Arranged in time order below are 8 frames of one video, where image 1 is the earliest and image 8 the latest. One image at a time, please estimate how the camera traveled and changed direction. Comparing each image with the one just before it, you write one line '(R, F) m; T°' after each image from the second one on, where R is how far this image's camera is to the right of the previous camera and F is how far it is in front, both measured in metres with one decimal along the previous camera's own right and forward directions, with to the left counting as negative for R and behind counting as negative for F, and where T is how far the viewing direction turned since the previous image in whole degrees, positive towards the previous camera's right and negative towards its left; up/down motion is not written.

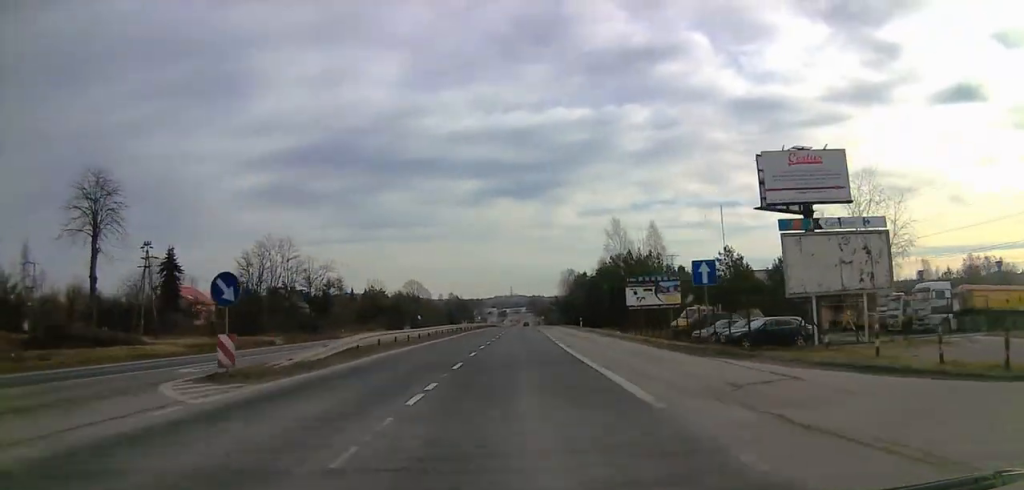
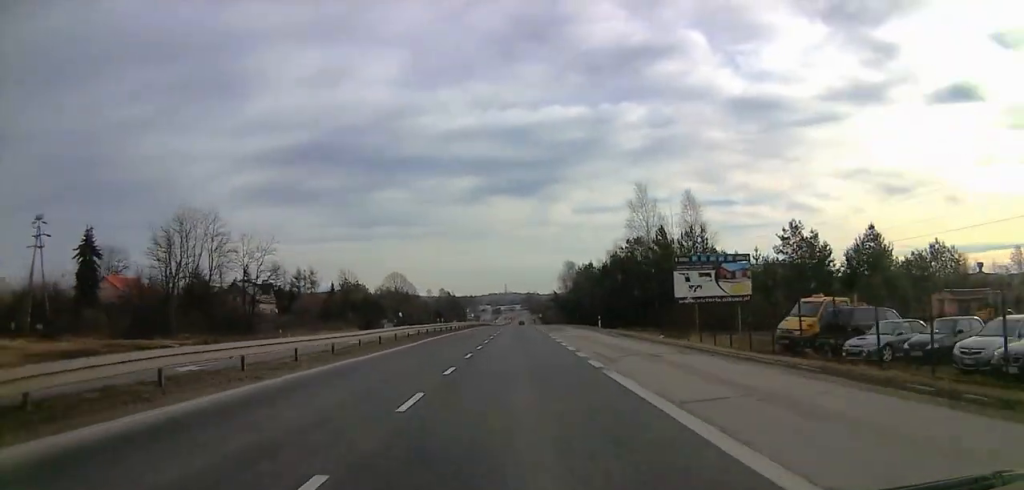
(+0.3, +22.2) m; +1°
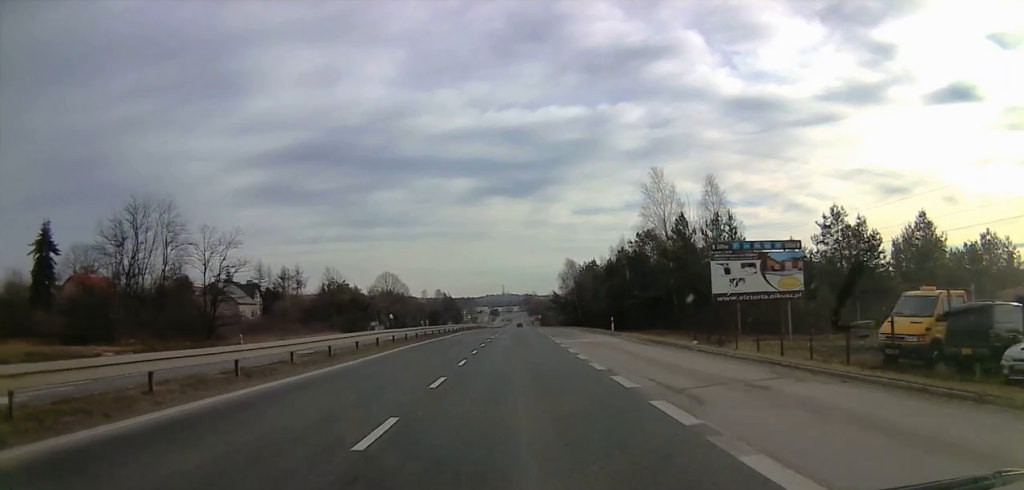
(+0.2, +9.5) m; 0°
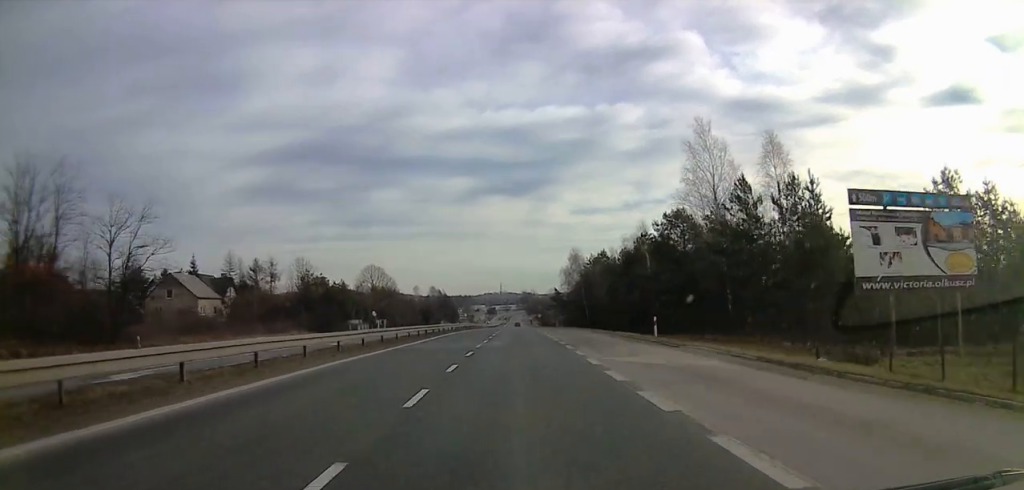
(-0.5, +16.8) m; -1°
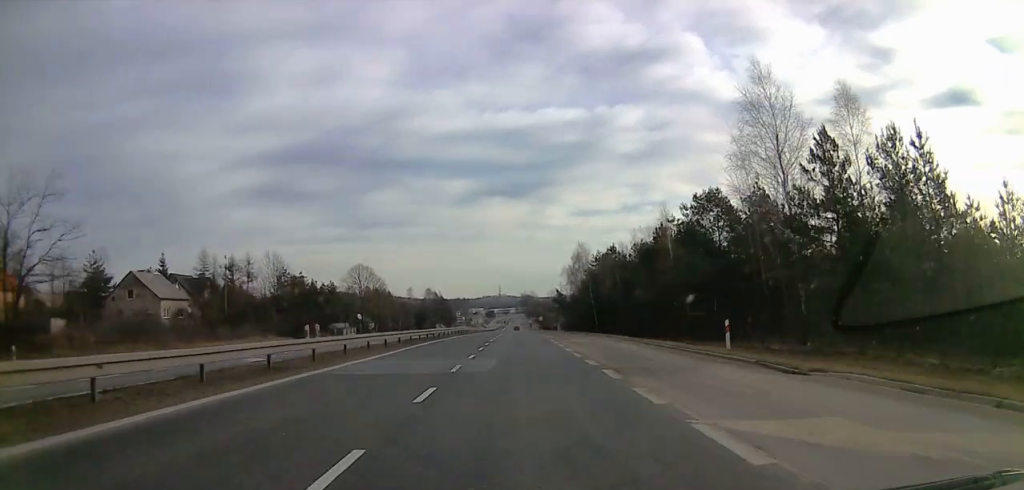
(+0.2, +11.2) m; +1°
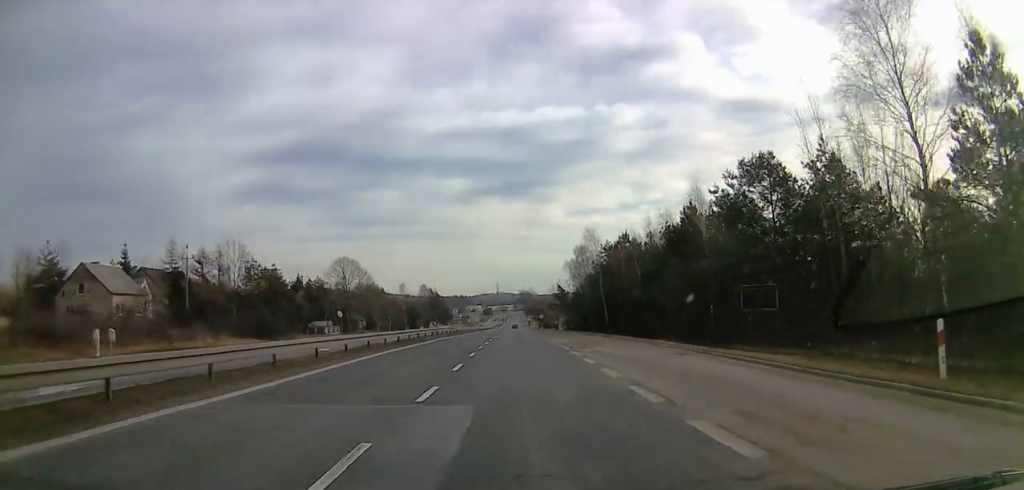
(+0.1, +10.6) m; 0°
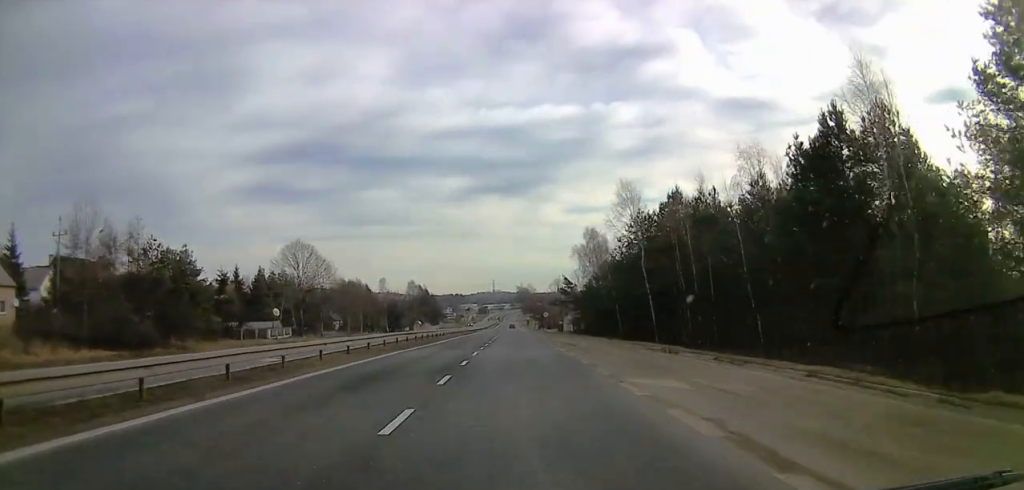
(-1.1, +24.1) m; -1°
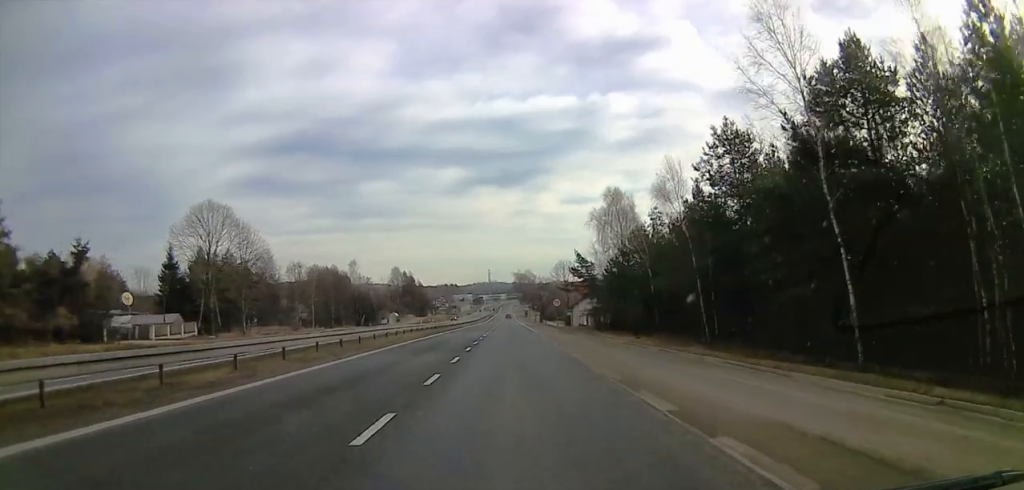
(-0.1, +30.3) m; -1°
